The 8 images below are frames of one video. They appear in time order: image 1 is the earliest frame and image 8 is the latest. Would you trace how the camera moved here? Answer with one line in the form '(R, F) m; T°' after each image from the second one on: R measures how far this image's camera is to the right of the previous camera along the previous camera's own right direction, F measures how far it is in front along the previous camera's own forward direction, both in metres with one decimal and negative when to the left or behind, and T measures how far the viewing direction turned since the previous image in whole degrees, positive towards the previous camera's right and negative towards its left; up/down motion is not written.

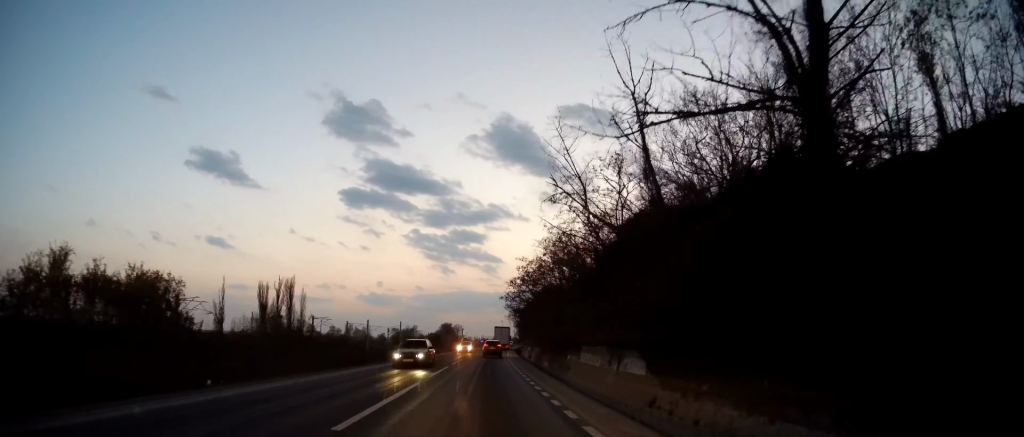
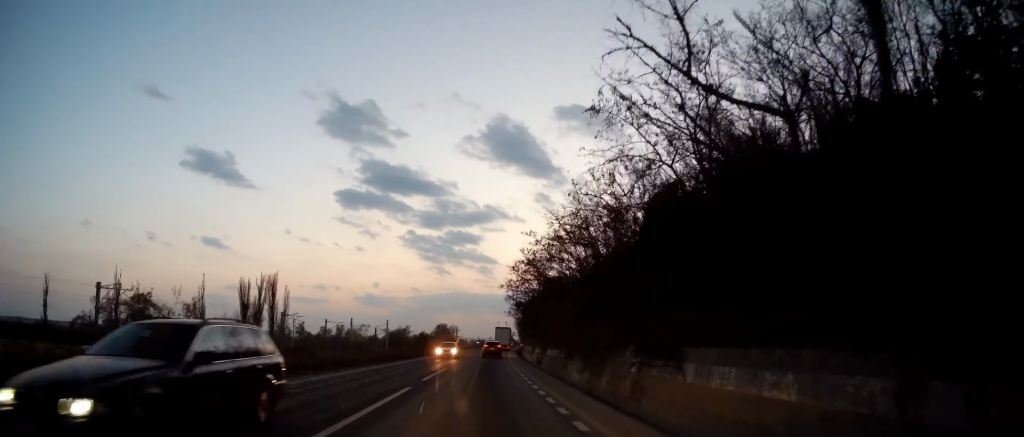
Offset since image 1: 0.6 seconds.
(0.0, +13.4) m; +1°
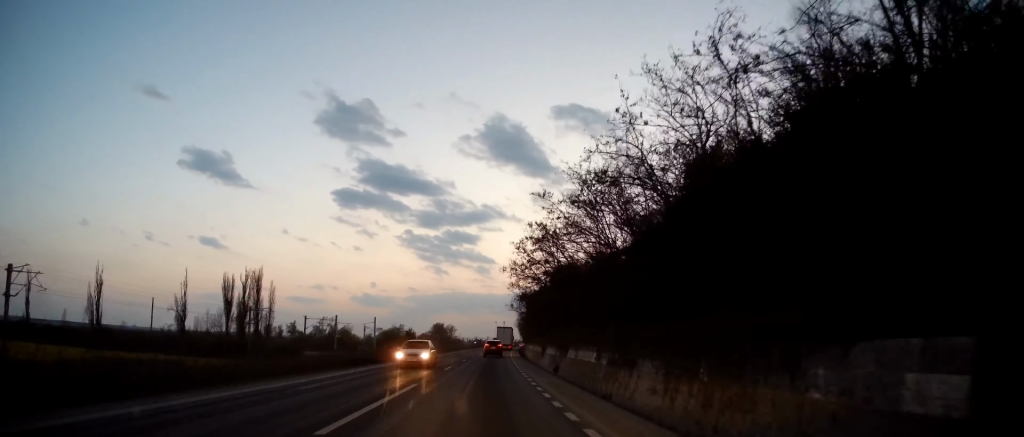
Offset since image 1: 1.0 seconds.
(-0.1, +11.0) m; +1°
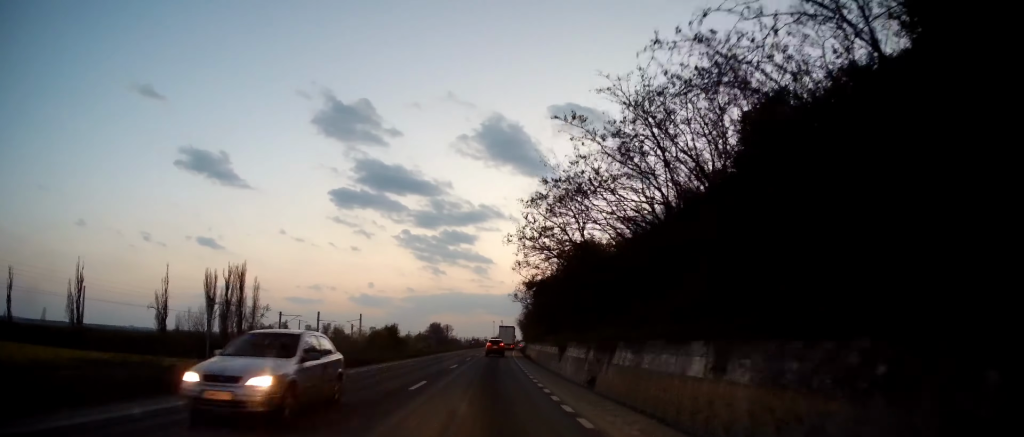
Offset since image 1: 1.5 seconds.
(+0.2, +11.1) m; +1°
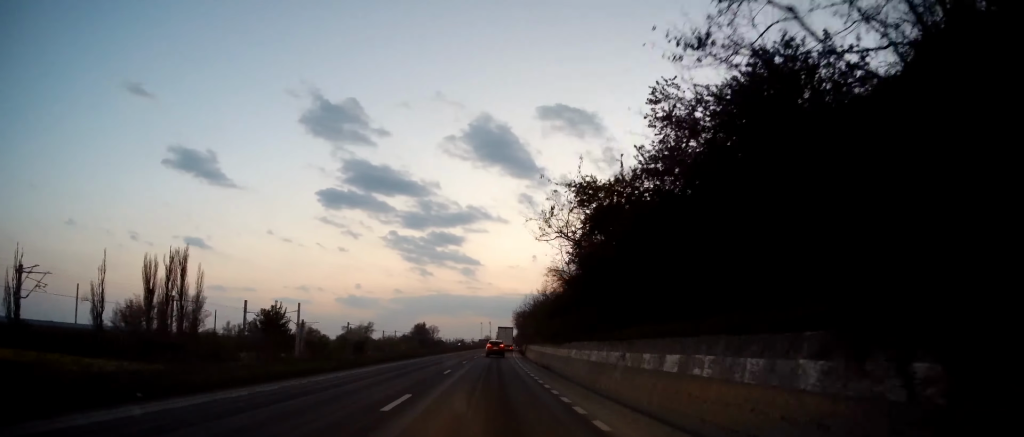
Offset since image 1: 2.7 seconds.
(+0.4, +28.6) m; +1°
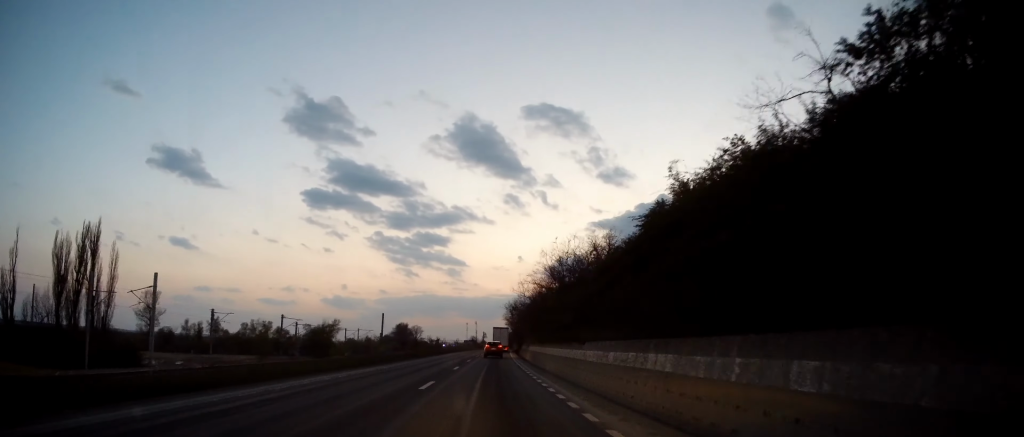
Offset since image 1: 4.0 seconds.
(0.0, +31.9) m; +1°
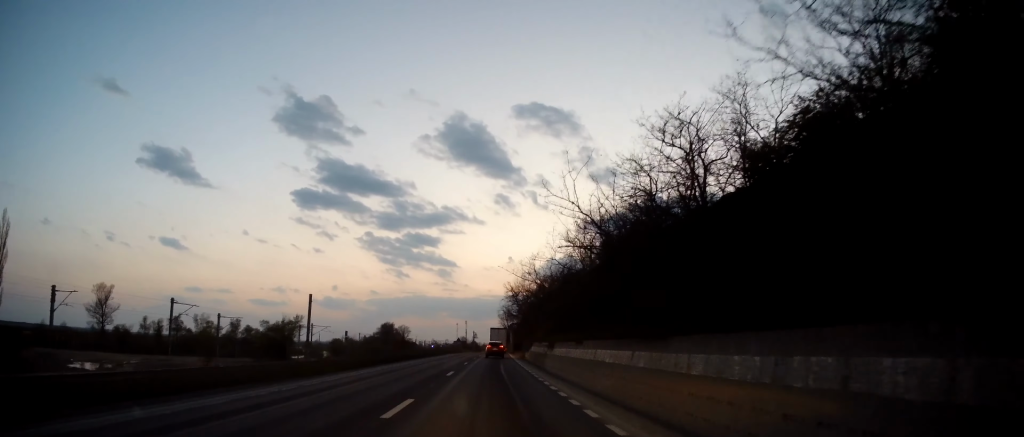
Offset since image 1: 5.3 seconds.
(+0.7, +30.3) m; +2°
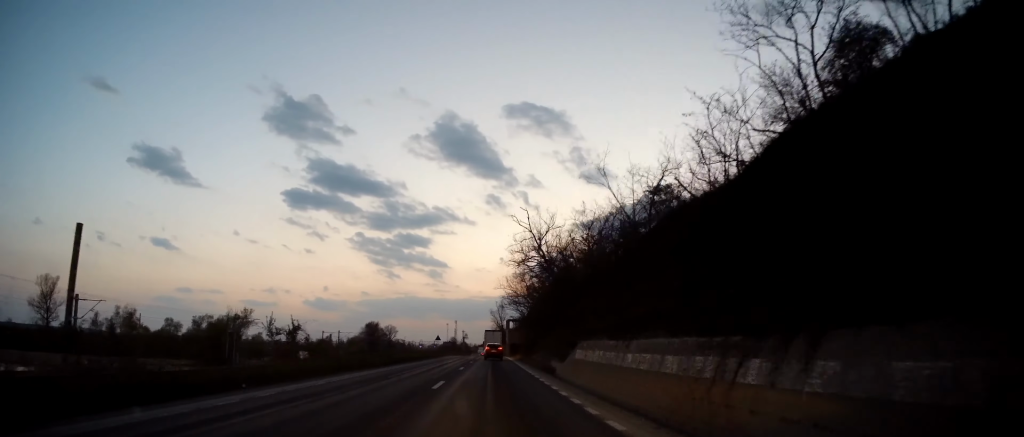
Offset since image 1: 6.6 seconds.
(+0.4, +30.2) m; +1°
